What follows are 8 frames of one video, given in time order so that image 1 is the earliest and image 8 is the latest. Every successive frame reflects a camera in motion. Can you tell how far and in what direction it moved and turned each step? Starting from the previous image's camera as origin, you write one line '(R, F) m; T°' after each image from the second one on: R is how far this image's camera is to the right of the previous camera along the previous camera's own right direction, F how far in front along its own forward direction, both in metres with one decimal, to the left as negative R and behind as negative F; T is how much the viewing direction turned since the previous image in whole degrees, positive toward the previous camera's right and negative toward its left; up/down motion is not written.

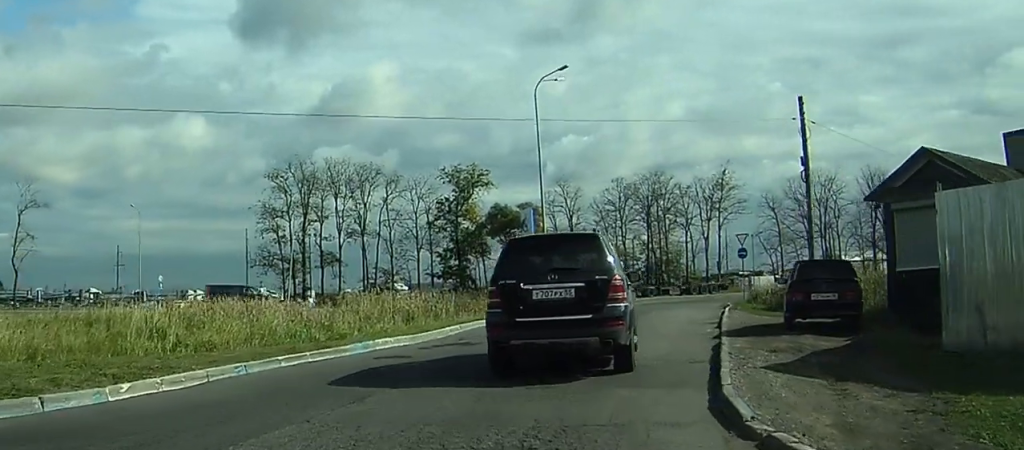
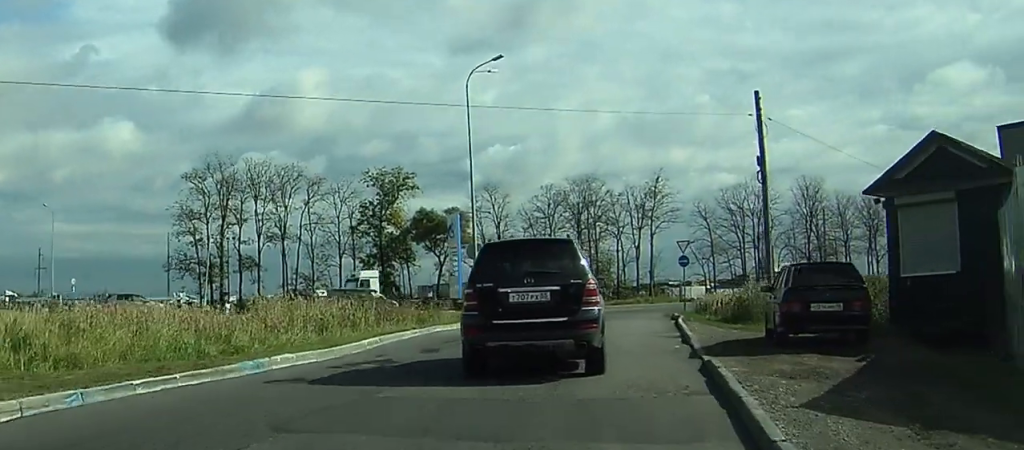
(+0.1, +3.5) m; +4°
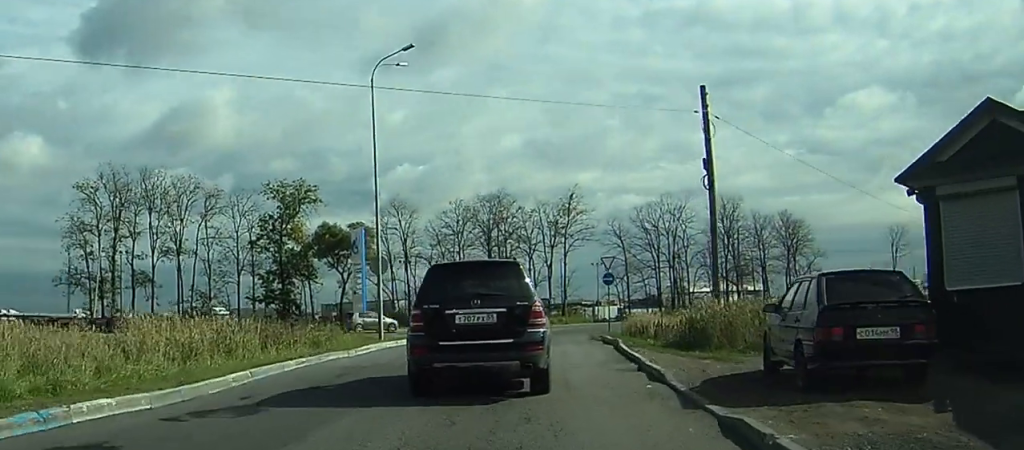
(+0.2, +4.4) m; +5°
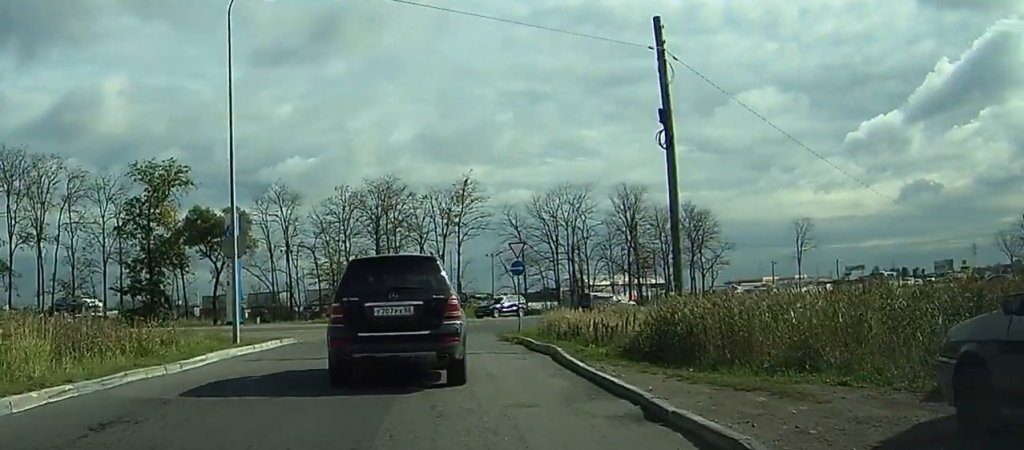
(+0.6, +7.5) m; +9°
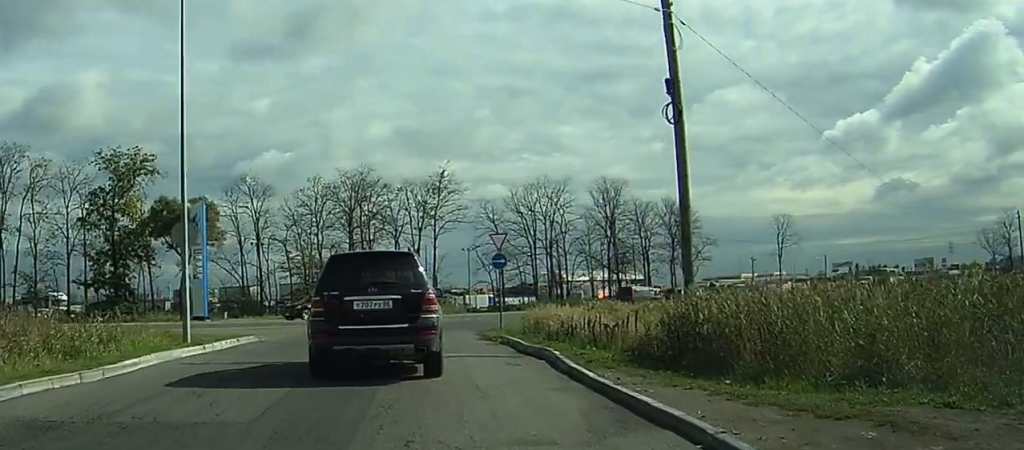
(+0.1, +3.1) m; +2°
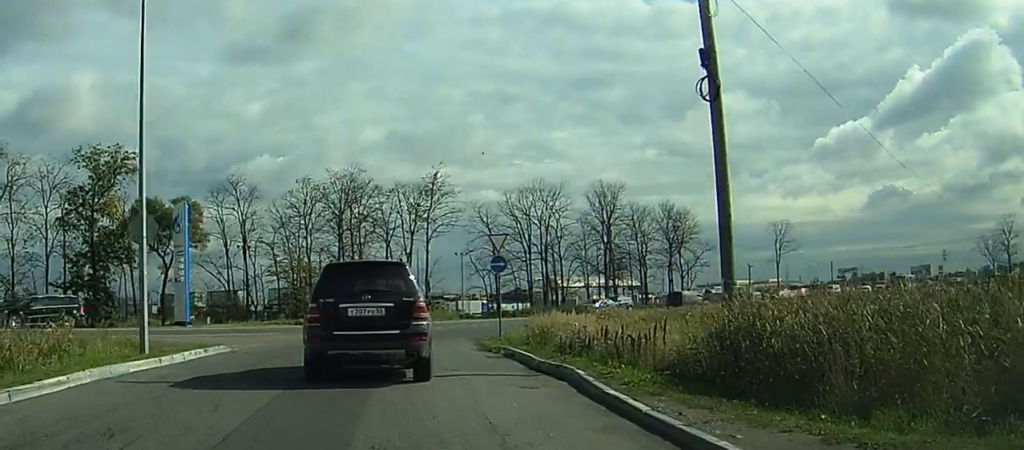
(+0.1, +3.4) m; +1°
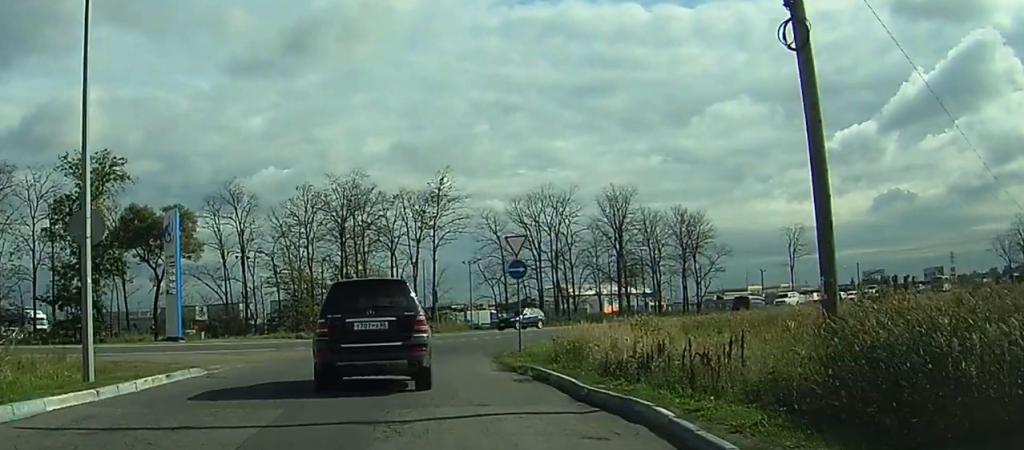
(0.0, +4.7) m; -2°
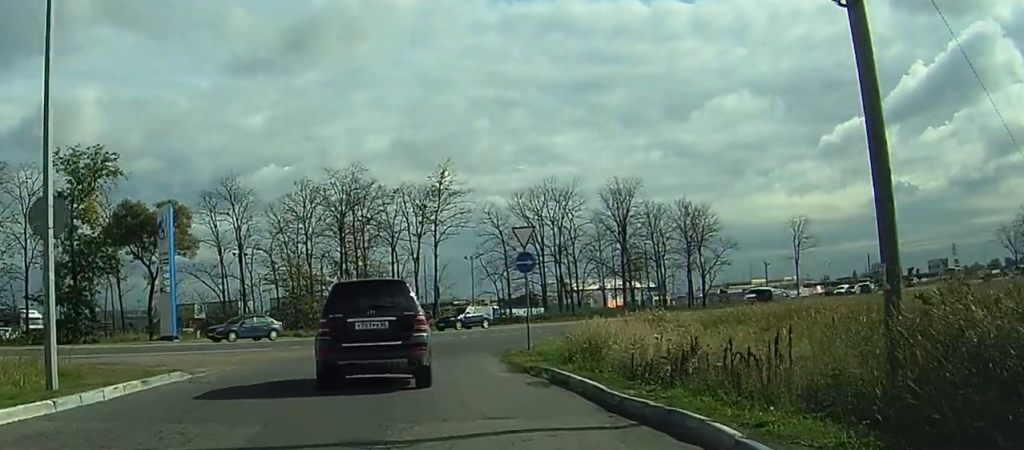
(-0.1, +1.9) m; -1°
